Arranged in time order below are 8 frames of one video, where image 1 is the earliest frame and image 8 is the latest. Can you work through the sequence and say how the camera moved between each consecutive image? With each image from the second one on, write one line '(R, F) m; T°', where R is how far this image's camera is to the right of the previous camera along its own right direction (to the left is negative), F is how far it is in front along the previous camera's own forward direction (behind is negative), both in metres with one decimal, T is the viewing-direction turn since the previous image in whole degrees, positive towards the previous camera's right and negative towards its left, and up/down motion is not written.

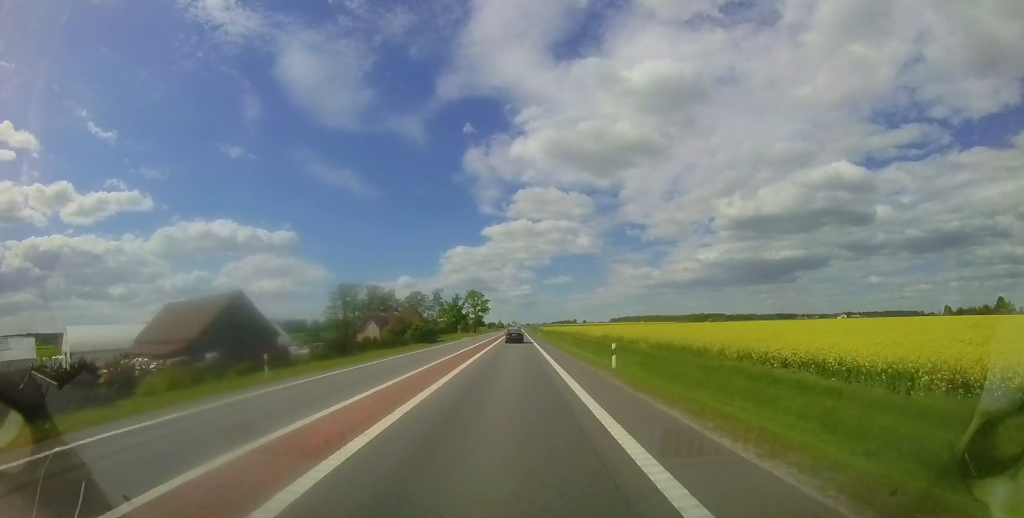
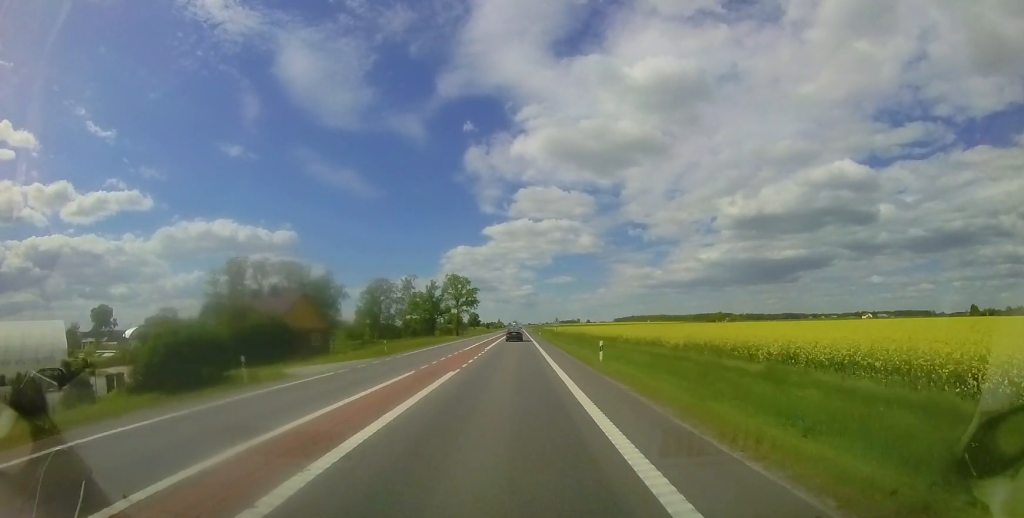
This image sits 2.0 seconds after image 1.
(0.0, +48.7) m; 0°
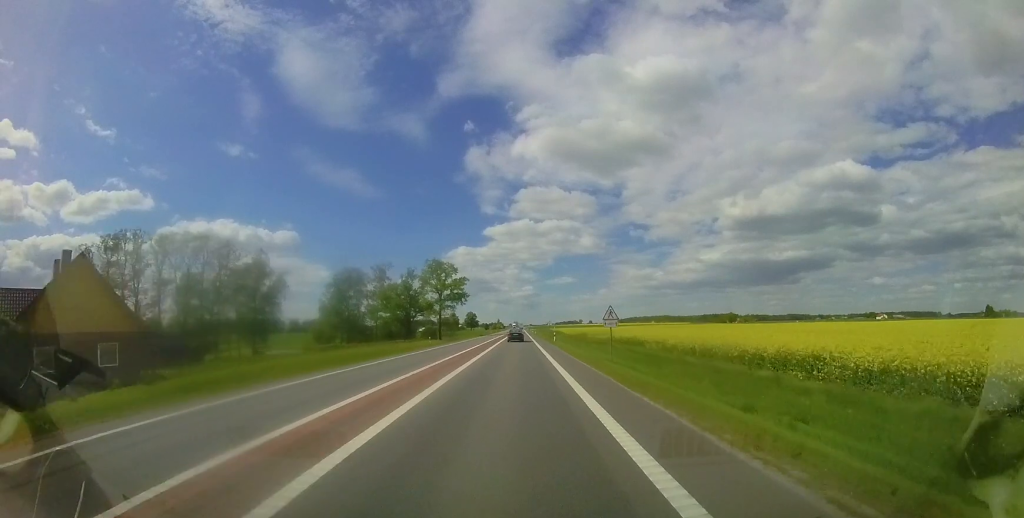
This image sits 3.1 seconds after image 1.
(-0.2, +25.5) m; 0°
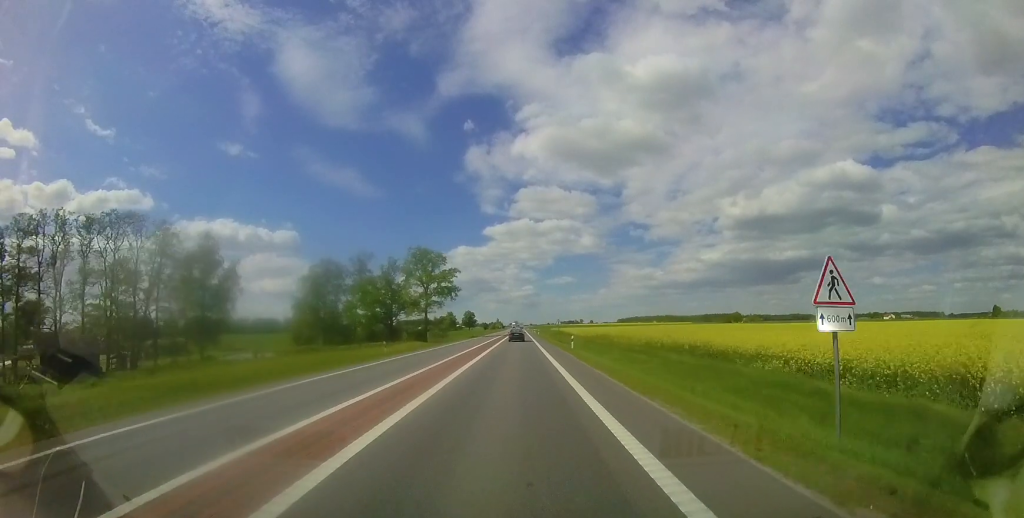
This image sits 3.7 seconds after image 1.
(+0.1, +13.8) m; 0°
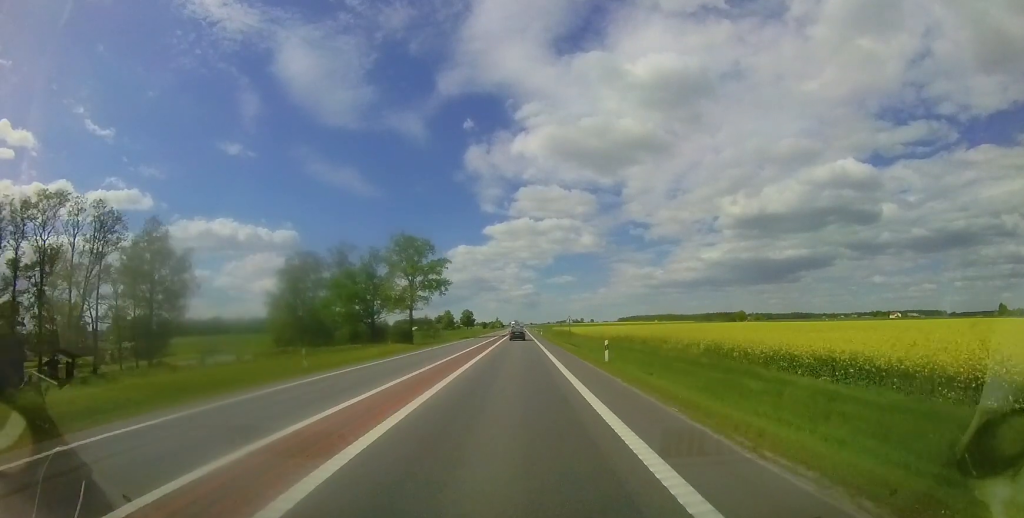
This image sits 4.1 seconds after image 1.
(0.0, +9.9) m; 0°
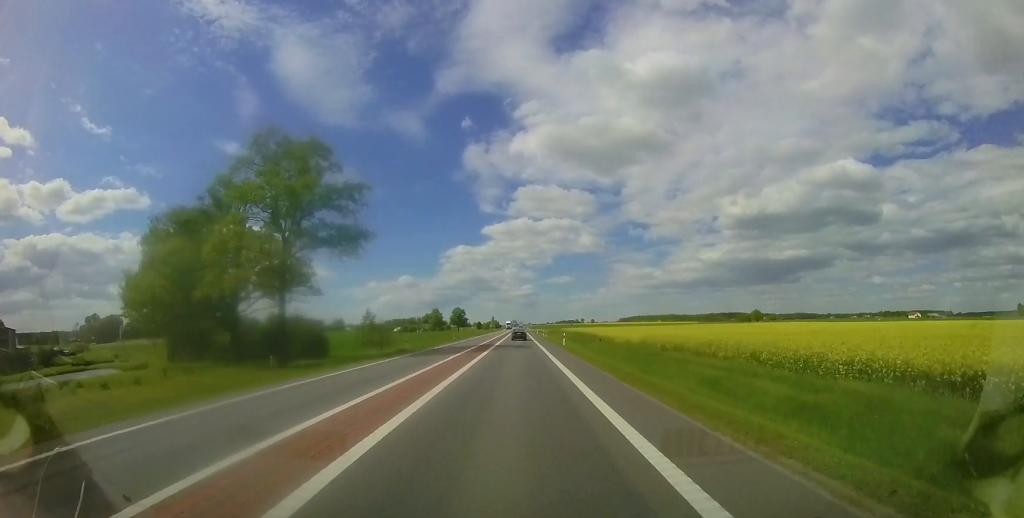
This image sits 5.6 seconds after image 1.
(0.0, +35.7) m; 0°
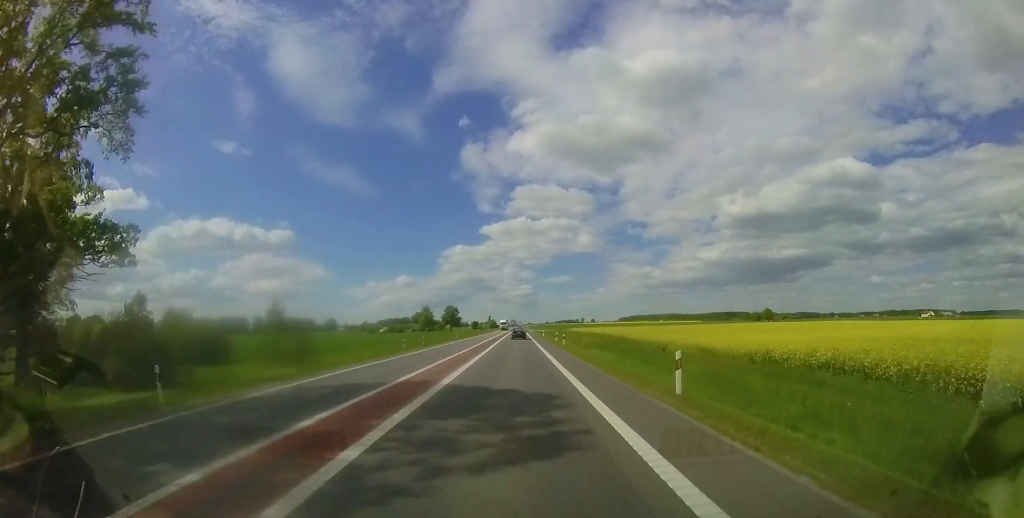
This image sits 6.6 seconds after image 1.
(0.0, +23.0) m; +1°
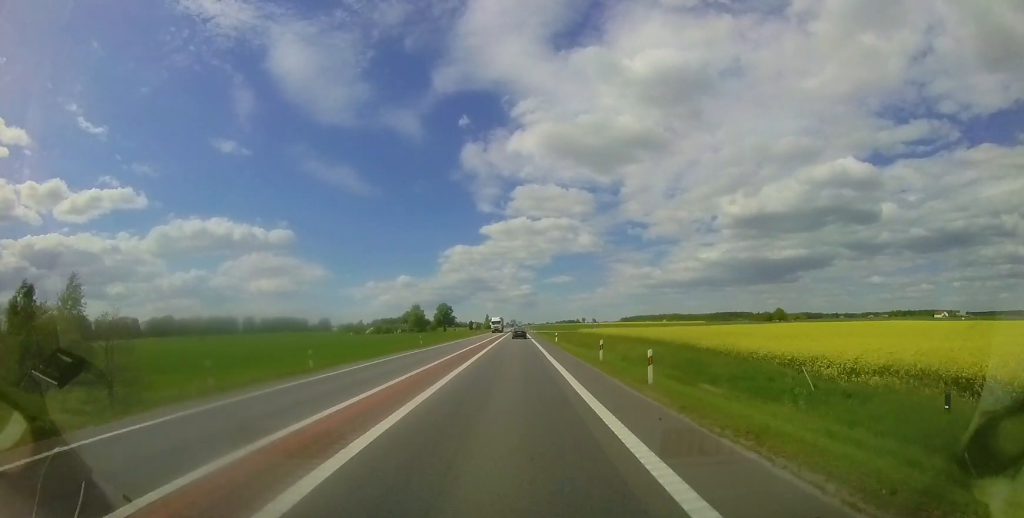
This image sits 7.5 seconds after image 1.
(+0.2, +21.1) m; +1°
